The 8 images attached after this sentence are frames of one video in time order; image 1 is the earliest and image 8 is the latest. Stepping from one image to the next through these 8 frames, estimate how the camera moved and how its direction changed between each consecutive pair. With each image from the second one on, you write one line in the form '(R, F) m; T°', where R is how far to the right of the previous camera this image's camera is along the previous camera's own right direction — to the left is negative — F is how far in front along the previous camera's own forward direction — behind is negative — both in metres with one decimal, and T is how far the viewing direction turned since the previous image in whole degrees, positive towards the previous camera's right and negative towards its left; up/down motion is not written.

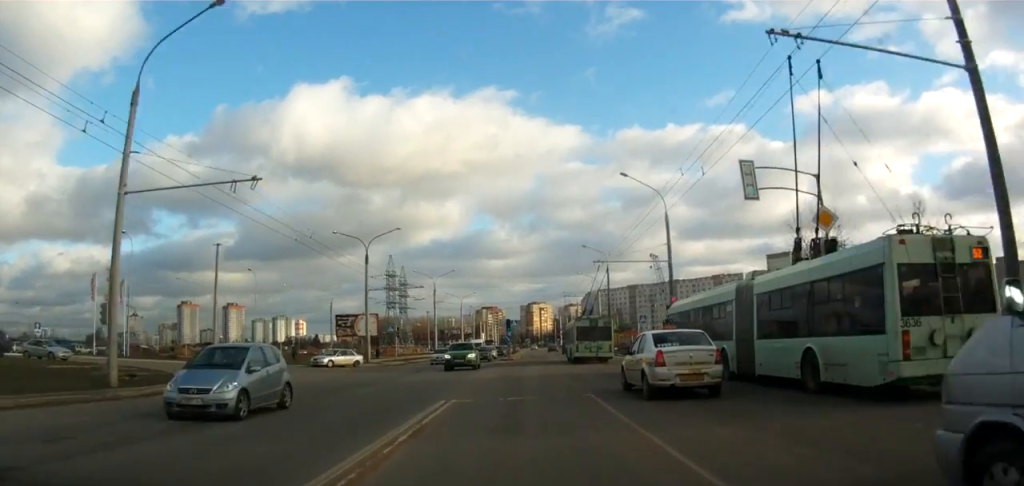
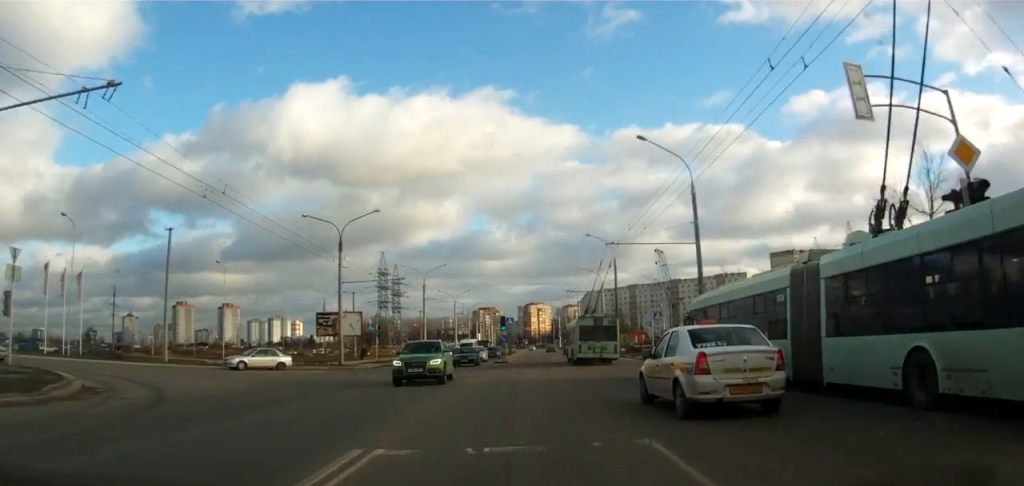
(+0.2, +7.3) m; 0°
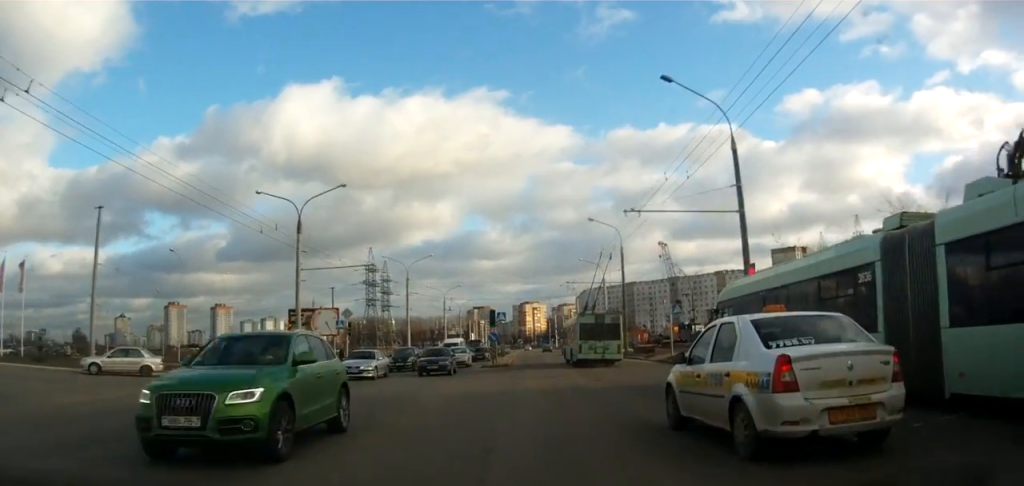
(0.0, +8.0) m; 0°
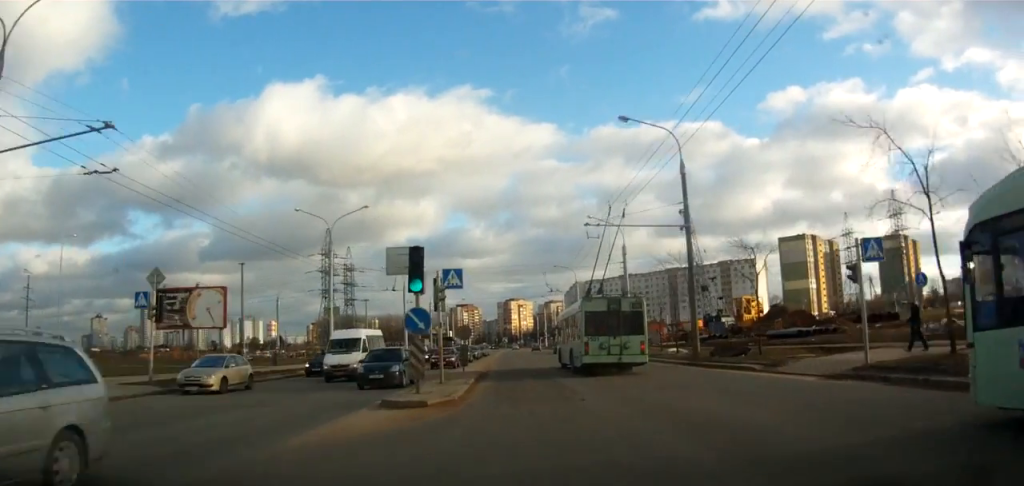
(-0.6, +26.0) m; 0°
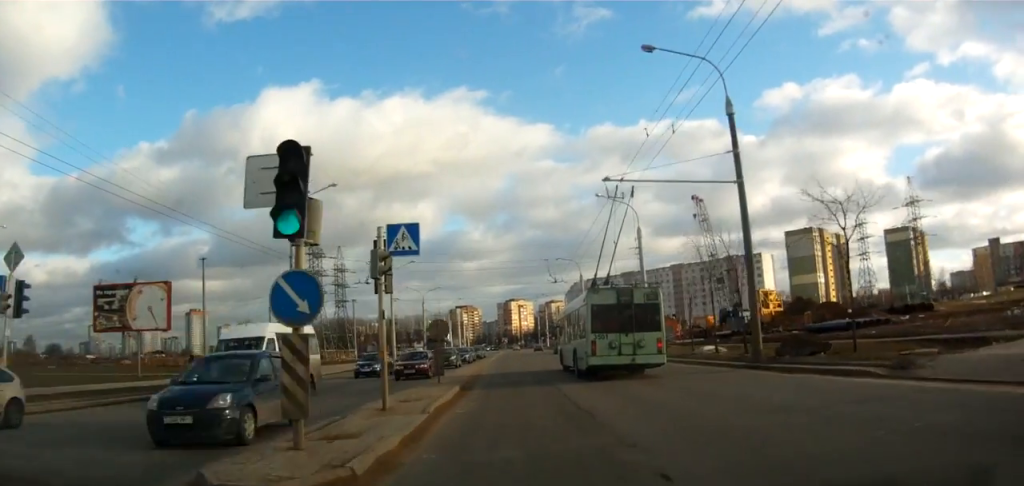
(+0.2, +8.0) m; +1°
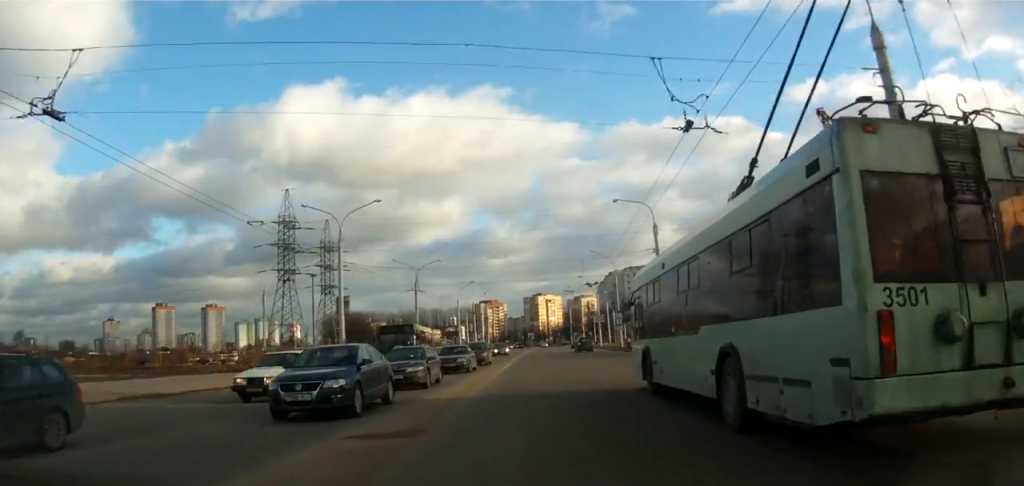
(+0.1, +32.4) m; -1°
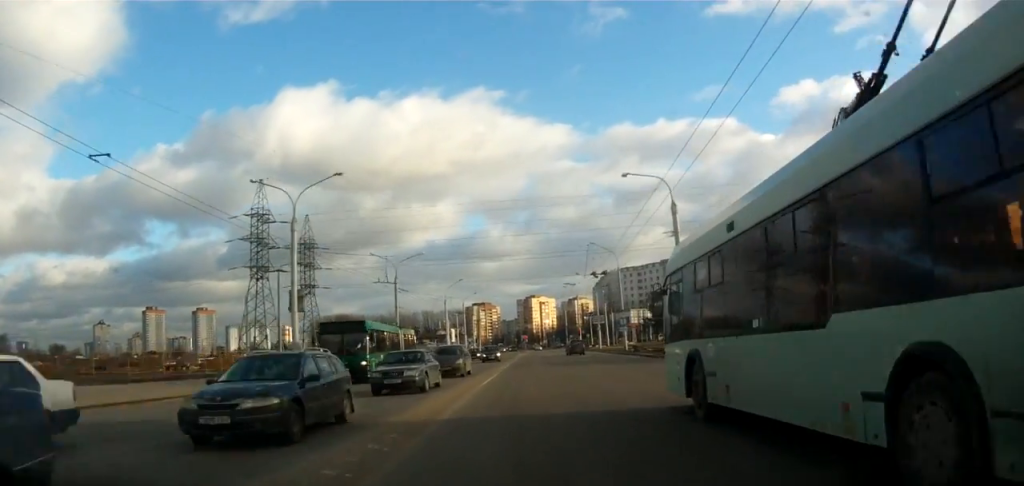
(0.0, +8.6) m; 0°
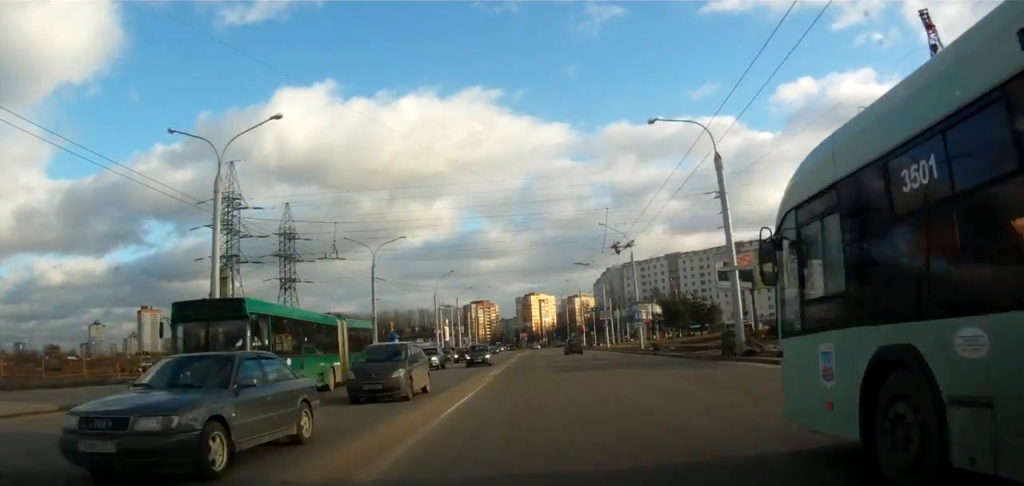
(0.0, +10.9) m; 0°
